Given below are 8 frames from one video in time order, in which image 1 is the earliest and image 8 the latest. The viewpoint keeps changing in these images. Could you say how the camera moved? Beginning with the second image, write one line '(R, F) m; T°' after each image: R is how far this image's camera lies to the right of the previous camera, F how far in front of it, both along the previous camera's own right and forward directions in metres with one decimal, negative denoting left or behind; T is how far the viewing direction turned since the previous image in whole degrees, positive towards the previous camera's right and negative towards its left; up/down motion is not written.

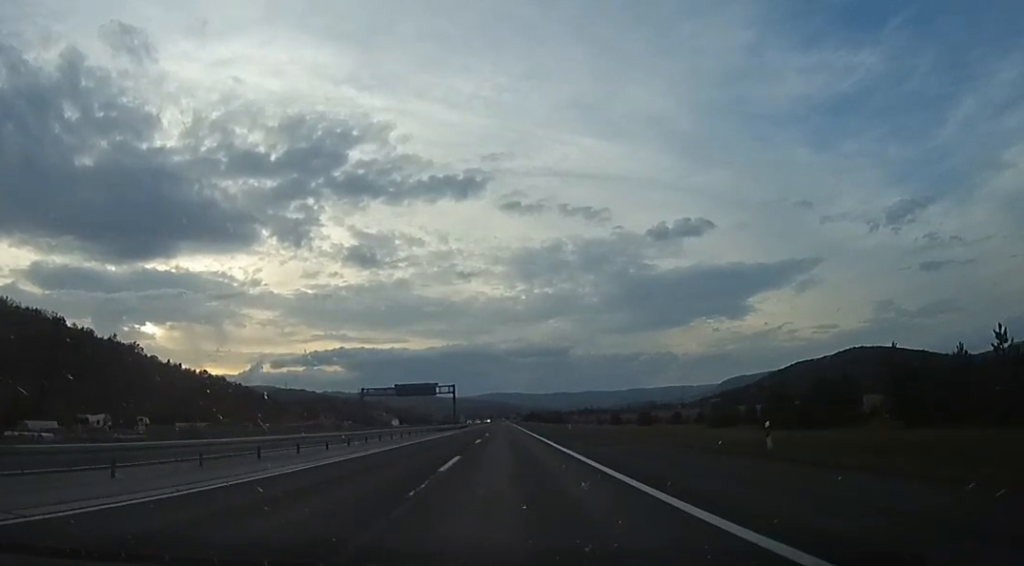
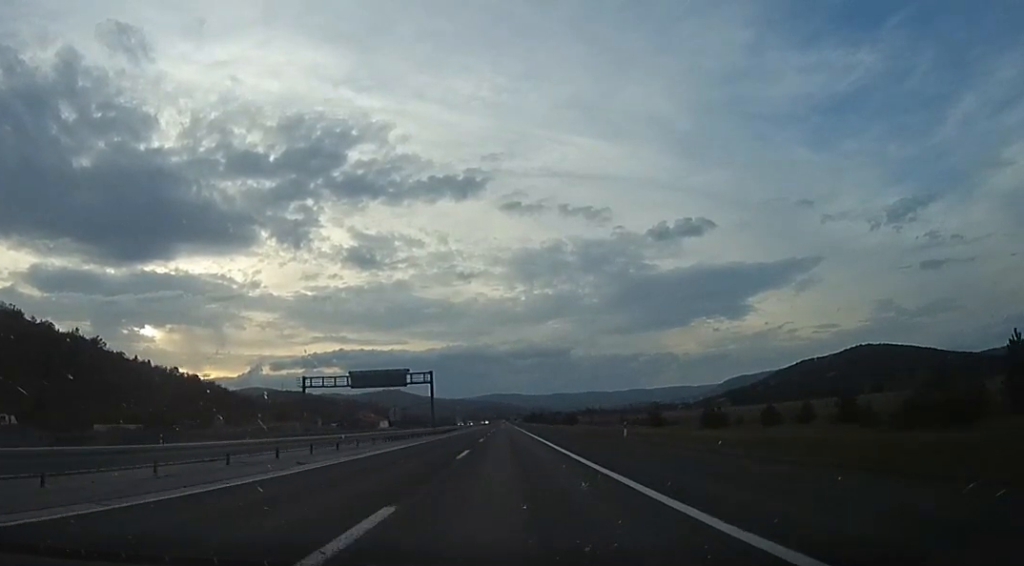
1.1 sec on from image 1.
(0.0, +30.1) m; 0°
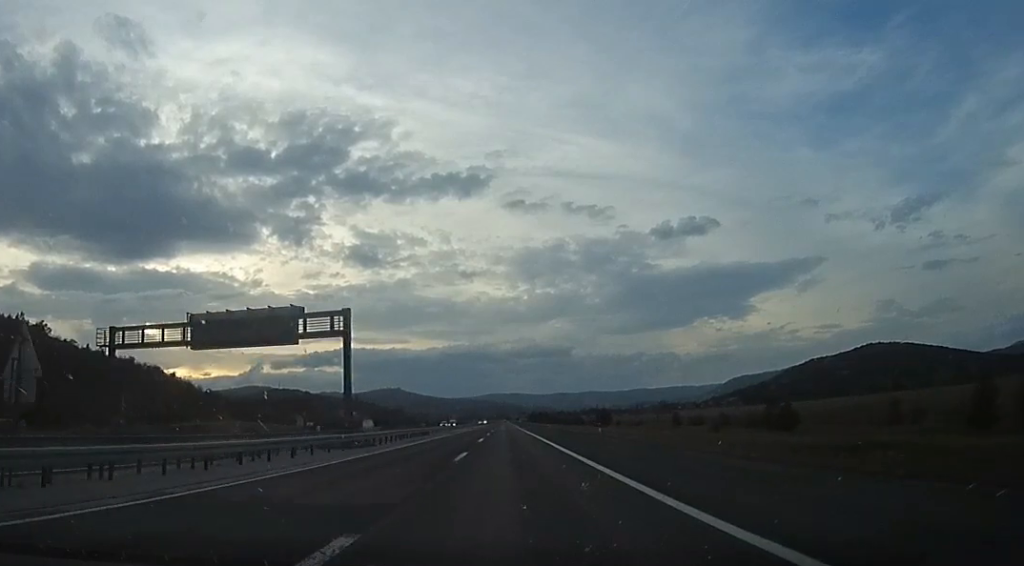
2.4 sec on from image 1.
(0.0, +38.3) m; 0°
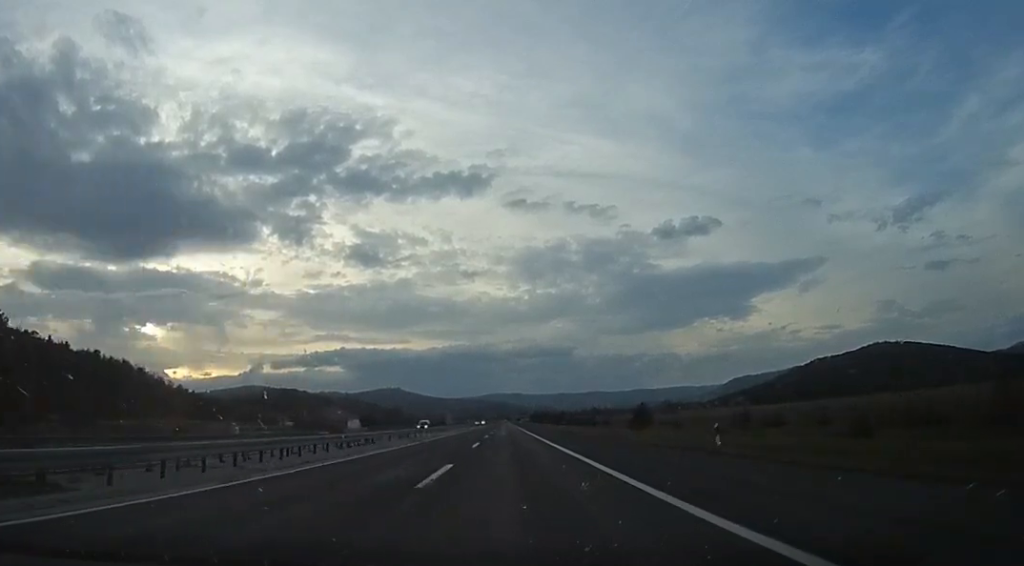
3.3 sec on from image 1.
(0.0, +24.7) m; 0°
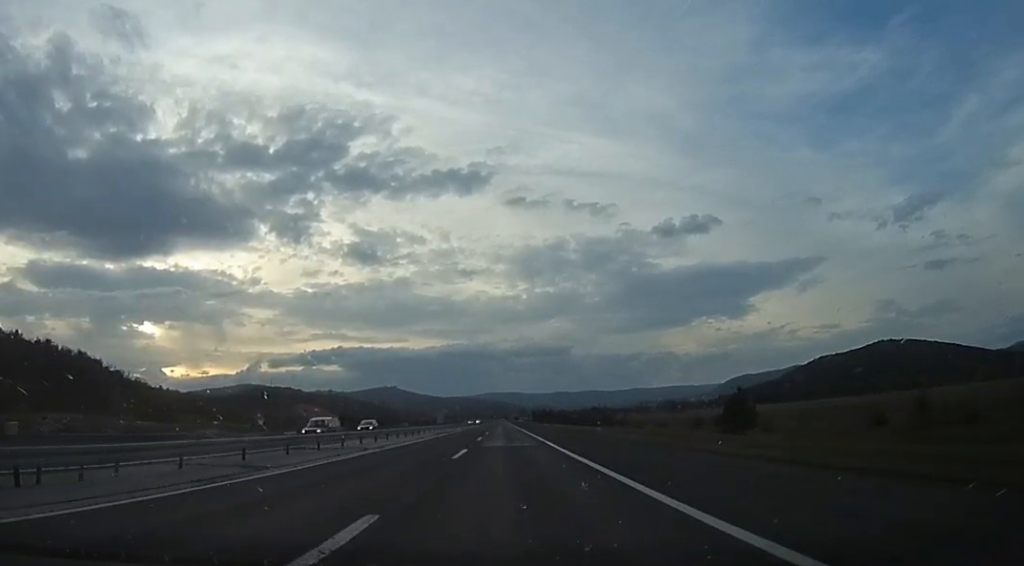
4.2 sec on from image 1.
(0.0, +27.6) m; 0°
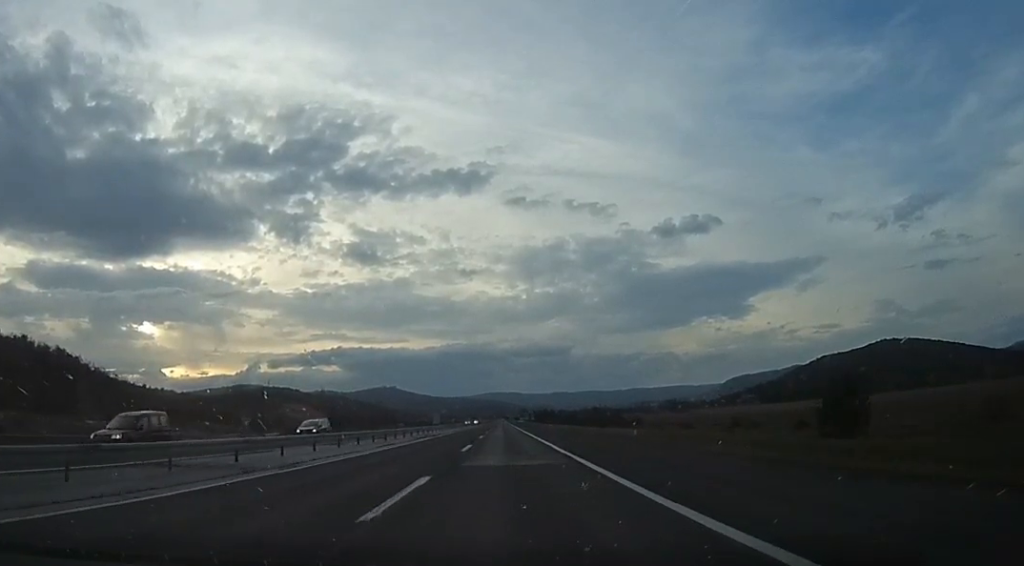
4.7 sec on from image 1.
(0.0, +12.4) m; 0°
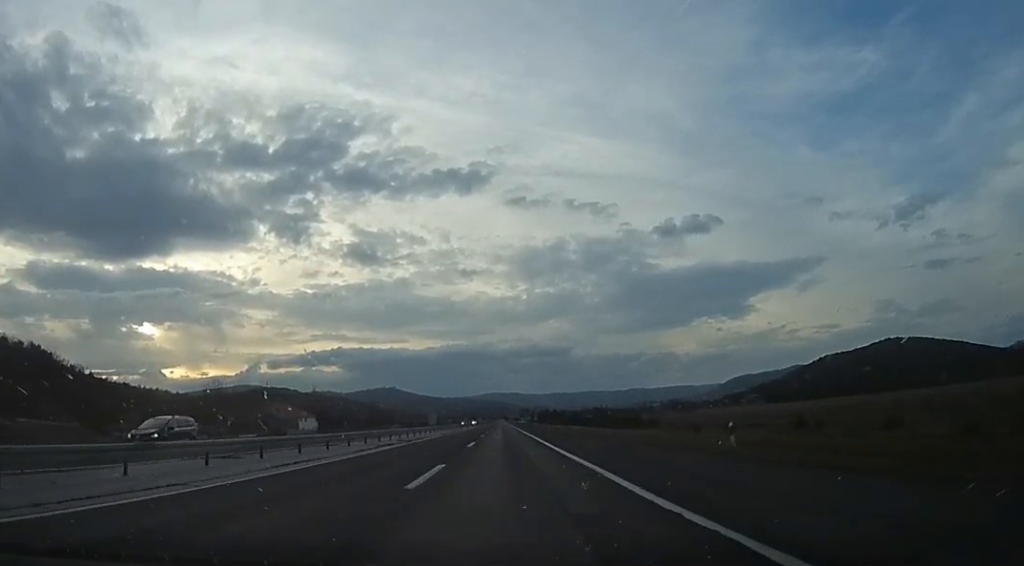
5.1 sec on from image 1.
(0.0, +13.8) m; 0°
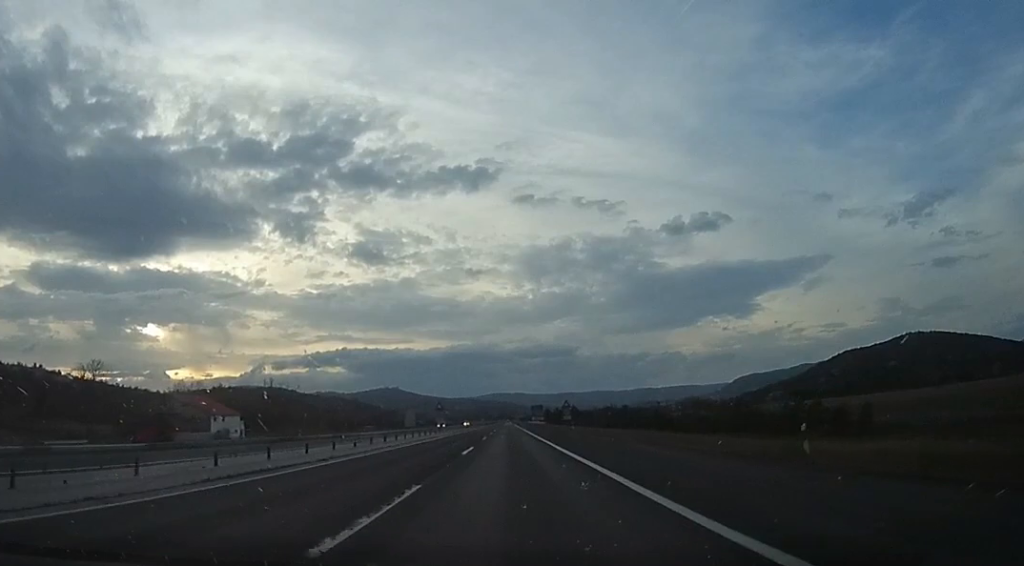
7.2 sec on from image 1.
(0.0, +59.7) m; 0°
